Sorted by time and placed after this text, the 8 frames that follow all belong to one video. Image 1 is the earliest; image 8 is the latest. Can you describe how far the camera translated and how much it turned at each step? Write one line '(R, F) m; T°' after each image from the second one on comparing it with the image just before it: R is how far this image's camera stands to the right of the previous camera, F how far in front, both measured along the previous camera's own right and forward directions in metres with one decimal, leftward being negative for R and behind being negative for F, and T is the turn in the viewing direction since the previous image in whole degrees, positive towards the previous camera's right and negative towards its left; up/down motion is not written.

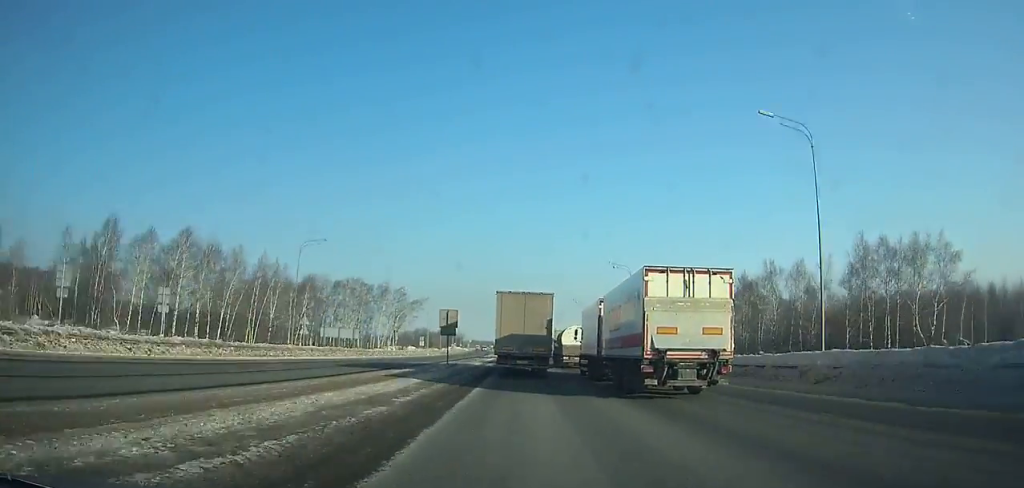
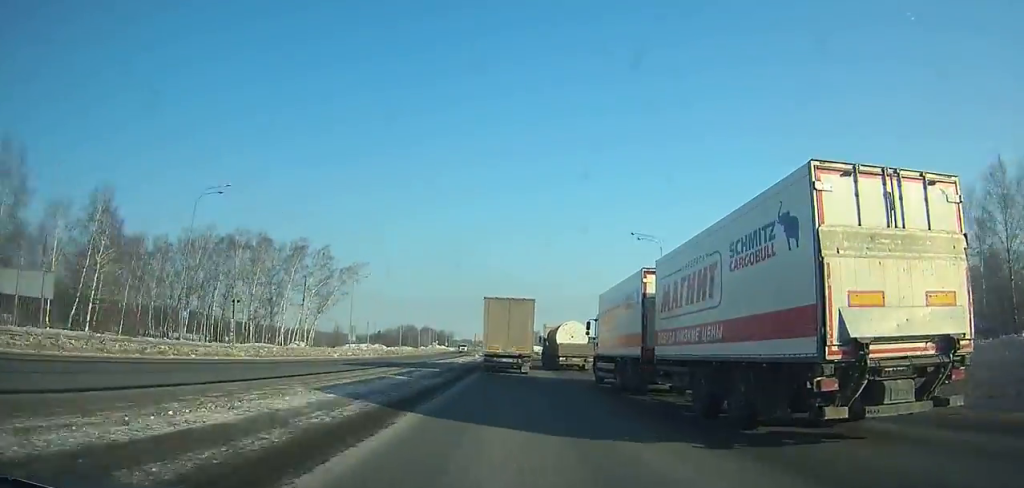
(-0.1, +66.2) m; -1°
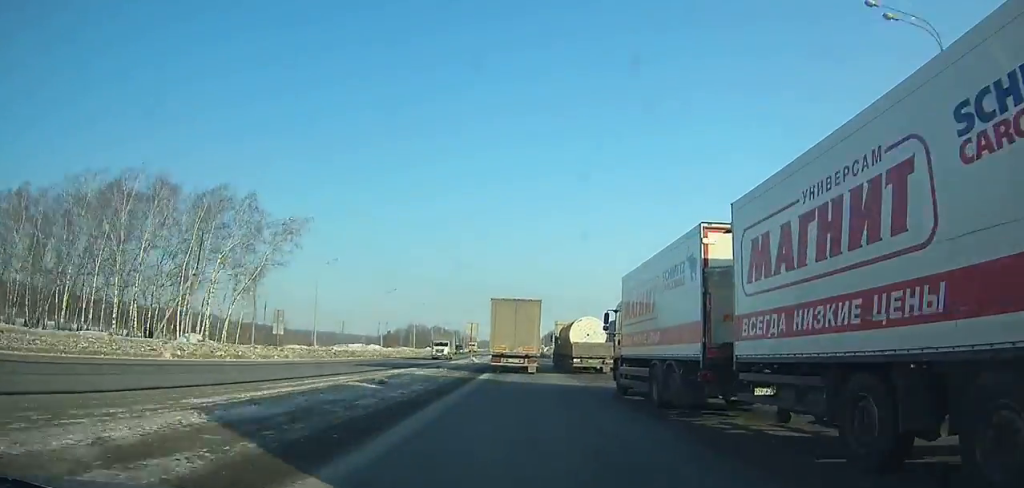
(-0.4, +37.3) m; -1°
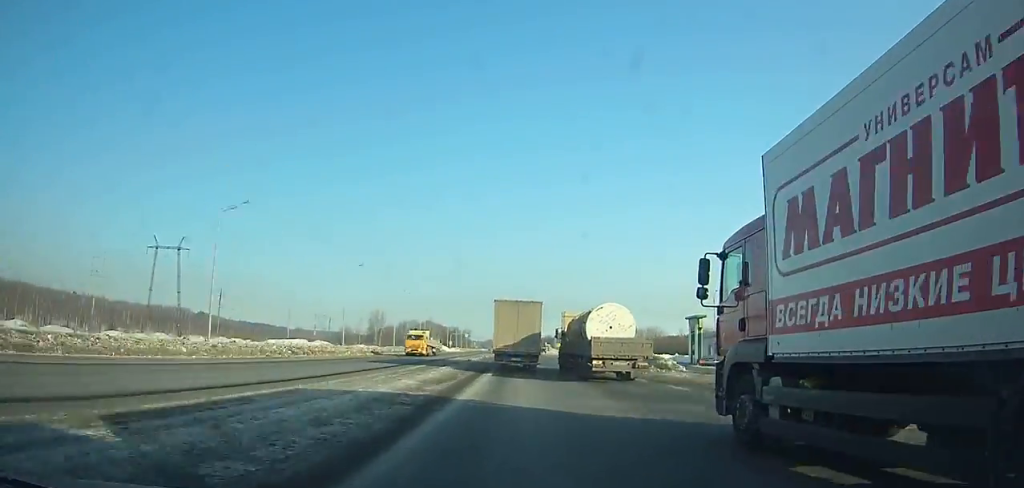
(-0.8, +63.5) m; -1°
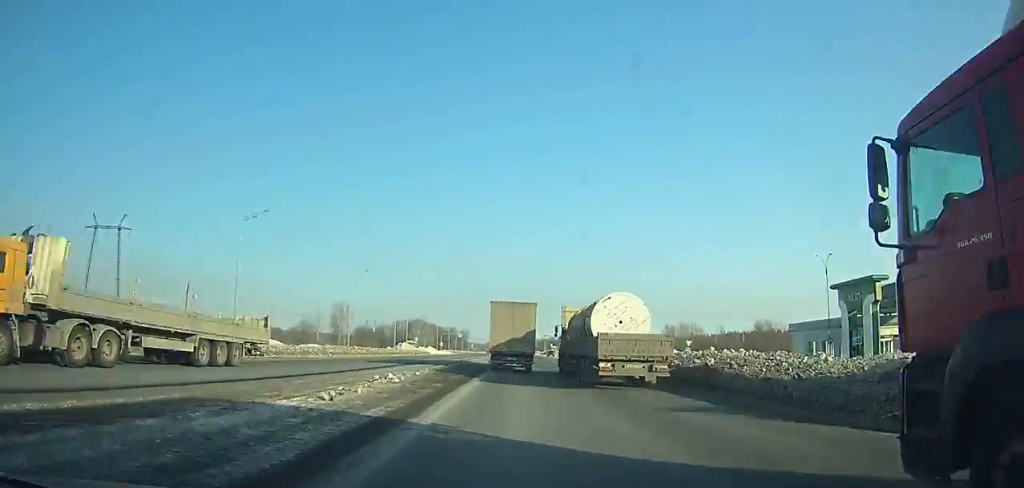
(-0.1, +31.8) m; 0°
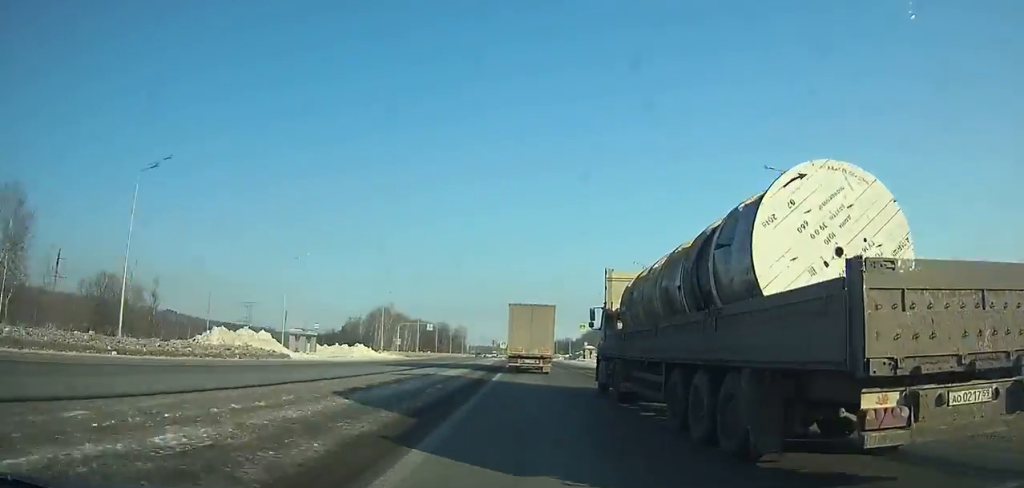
(-0.2, +86.4) m; 0°
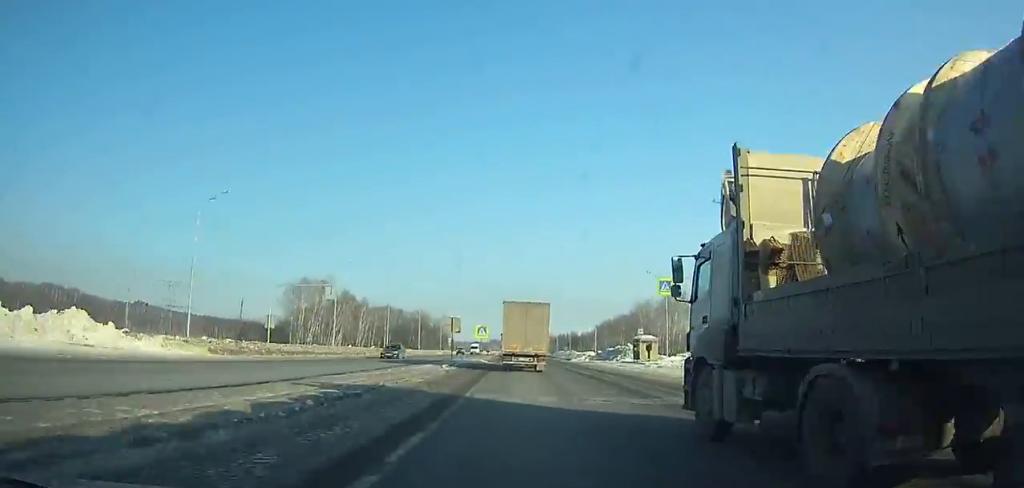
(+0.1, +60.6) m; 0°
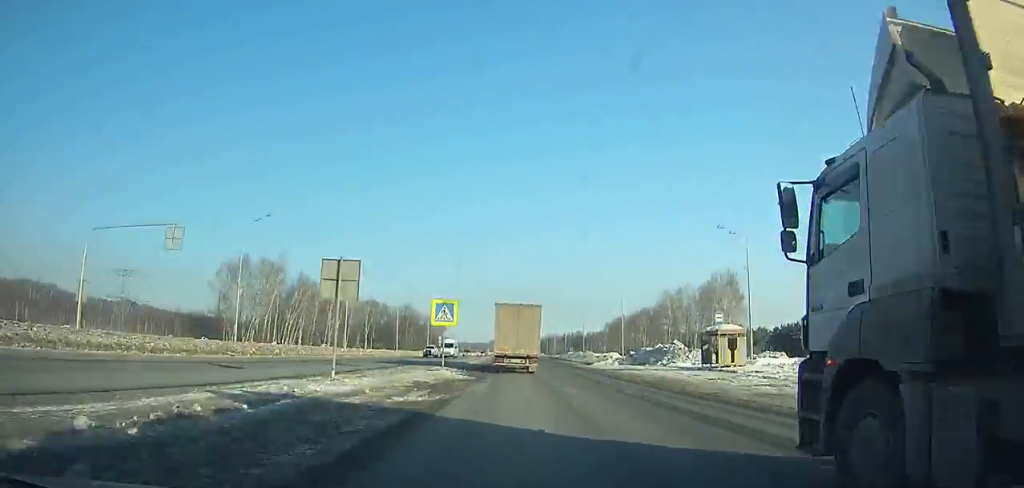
(0.0, +28.9) m; 0°
